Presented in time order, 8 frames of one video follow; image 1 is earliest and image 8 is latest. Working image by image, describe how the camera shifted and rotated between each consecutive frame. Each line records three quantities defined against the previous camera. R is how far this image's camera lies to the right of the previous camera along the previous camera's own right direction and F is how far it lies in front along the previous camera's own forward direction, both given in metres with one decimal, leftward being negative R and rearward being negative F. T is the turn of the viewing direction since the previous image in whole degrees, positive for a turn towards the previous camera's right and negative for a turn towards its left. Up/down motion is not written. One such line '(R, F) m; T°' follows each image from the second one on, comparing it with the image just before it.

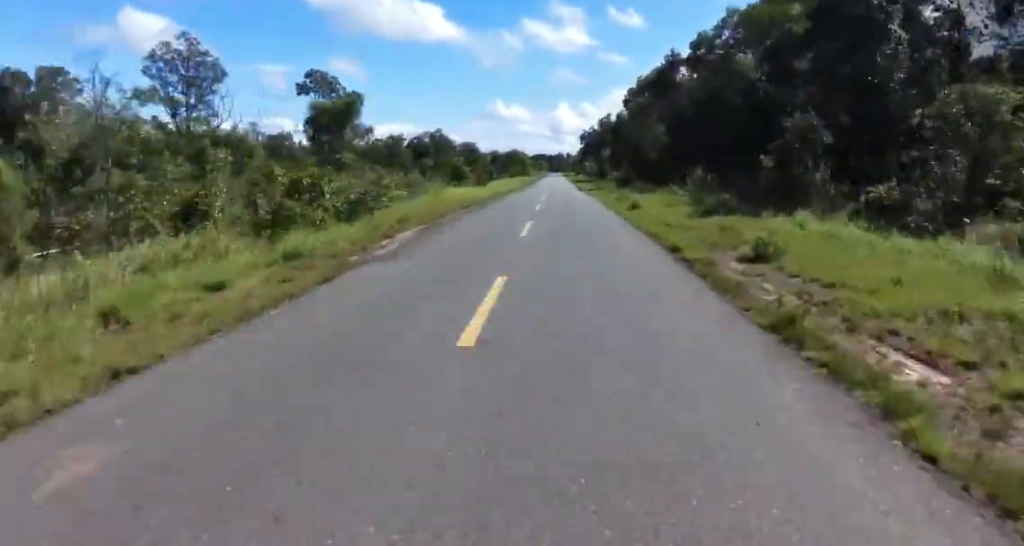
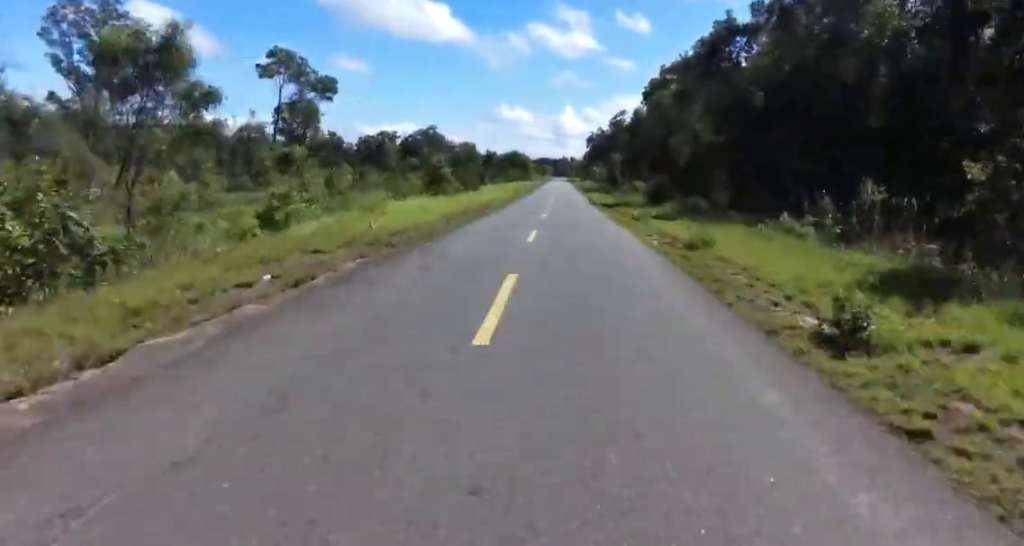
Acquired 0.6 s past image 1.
(+0.6, +16.8) m; 0°
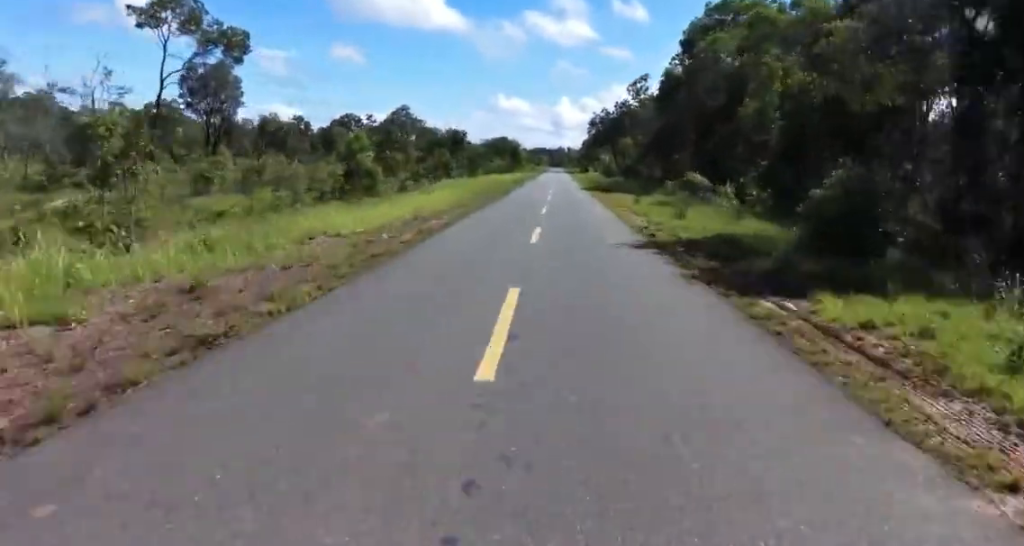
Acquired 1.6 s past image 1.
(0.0, +25.8) m; 0°
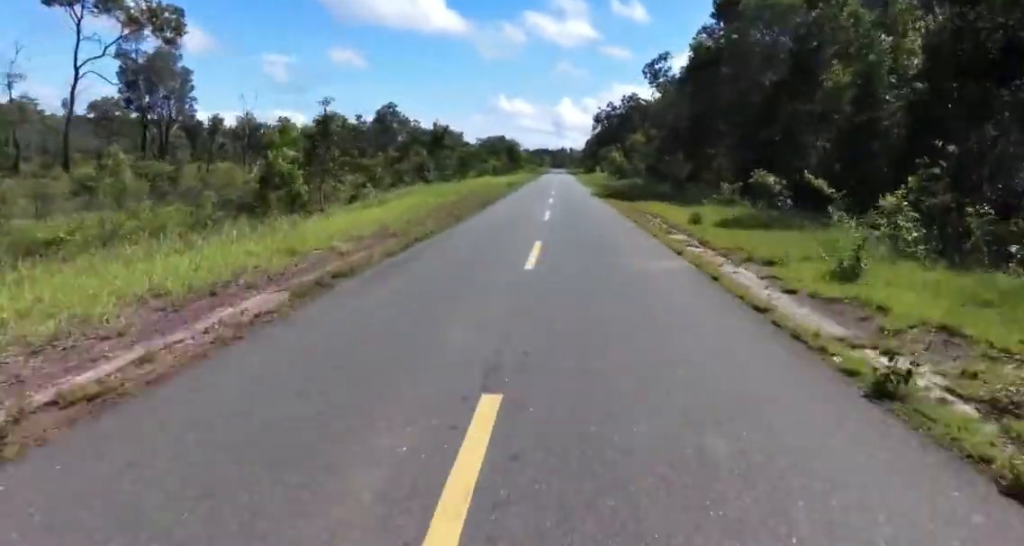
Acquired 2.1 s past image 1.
(-0.8, +12.5) m; 0°
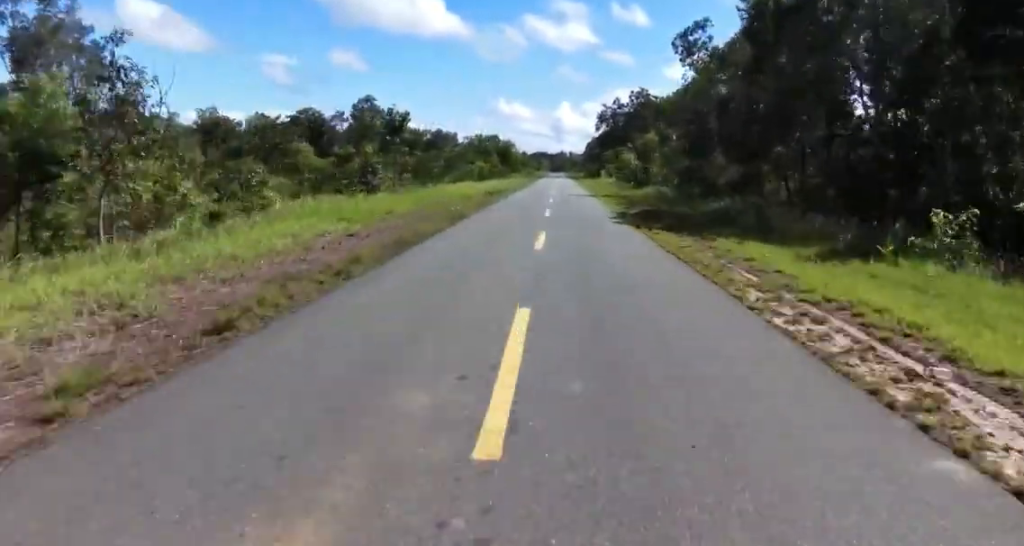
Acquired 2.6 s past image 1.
(+0.8, +13.7) m; 0°
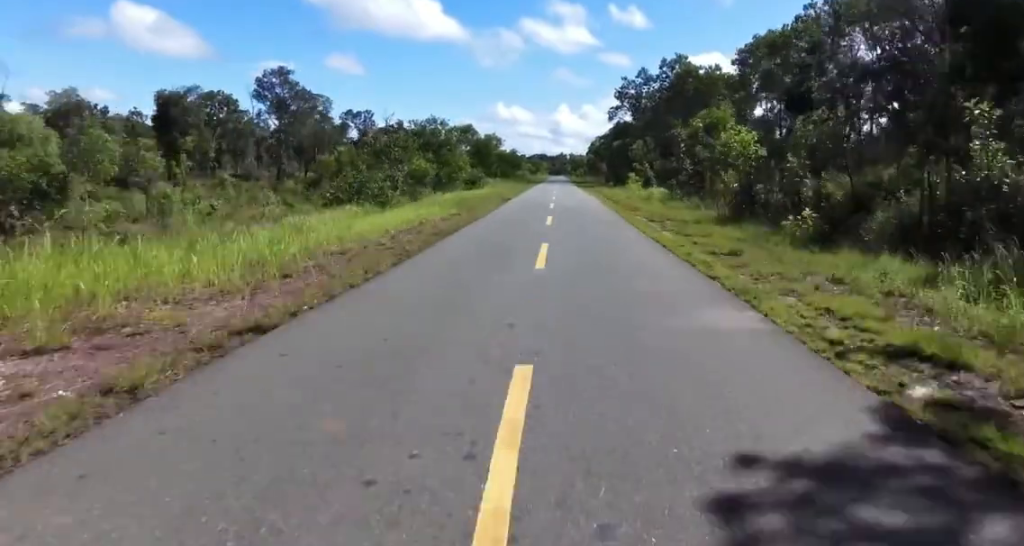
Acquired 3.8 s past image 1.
(-0.3, +33.8) m; -3°
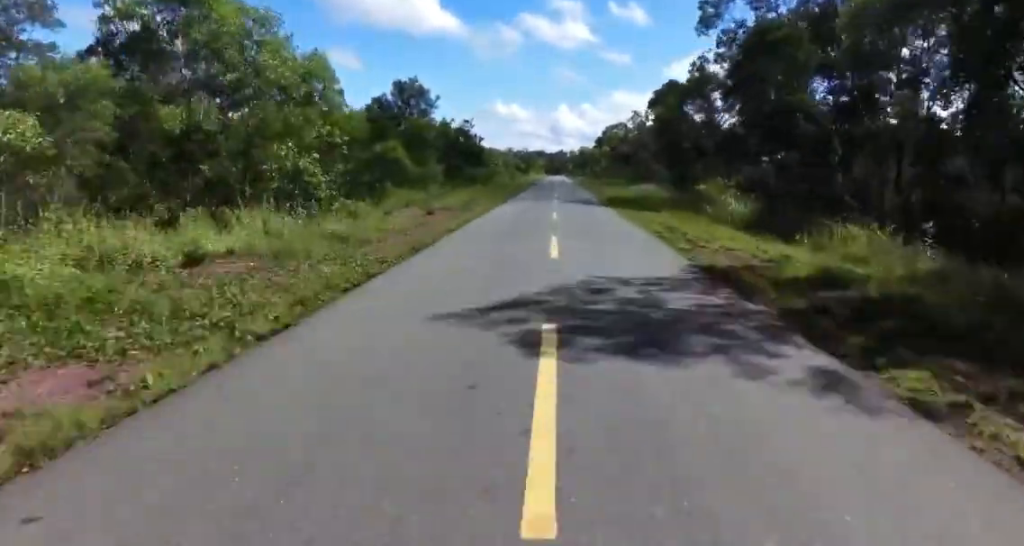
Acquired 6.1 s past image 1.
(+2.4, +63.0) m; +4°
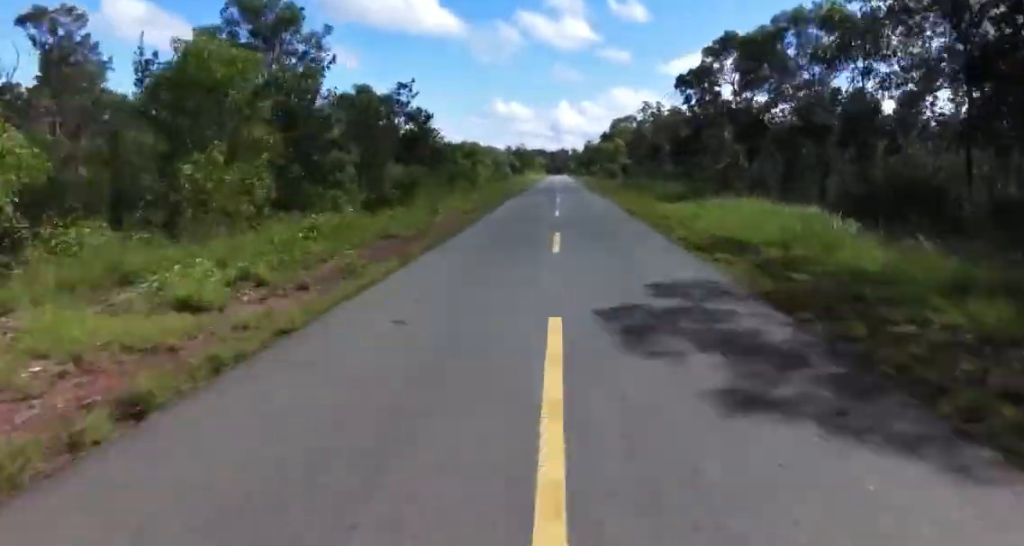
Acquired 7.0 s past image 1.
(-1.2, +25.5) m; -2°
